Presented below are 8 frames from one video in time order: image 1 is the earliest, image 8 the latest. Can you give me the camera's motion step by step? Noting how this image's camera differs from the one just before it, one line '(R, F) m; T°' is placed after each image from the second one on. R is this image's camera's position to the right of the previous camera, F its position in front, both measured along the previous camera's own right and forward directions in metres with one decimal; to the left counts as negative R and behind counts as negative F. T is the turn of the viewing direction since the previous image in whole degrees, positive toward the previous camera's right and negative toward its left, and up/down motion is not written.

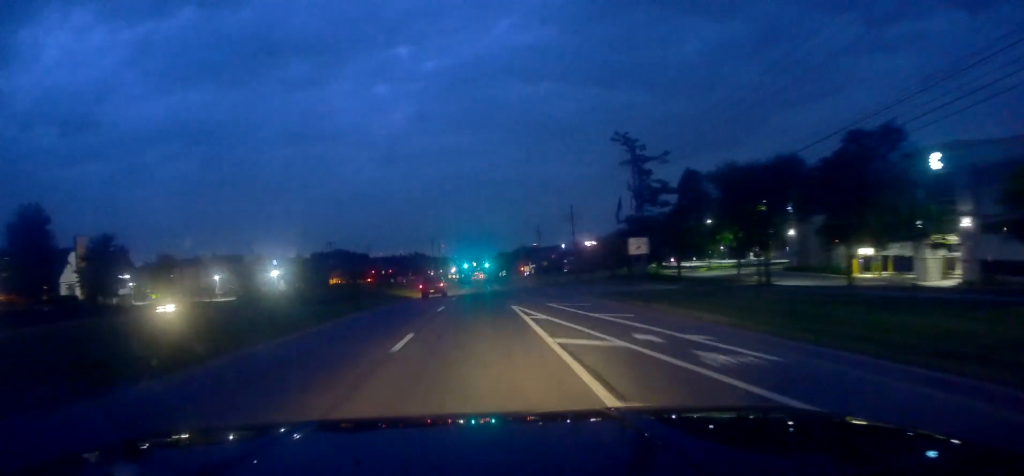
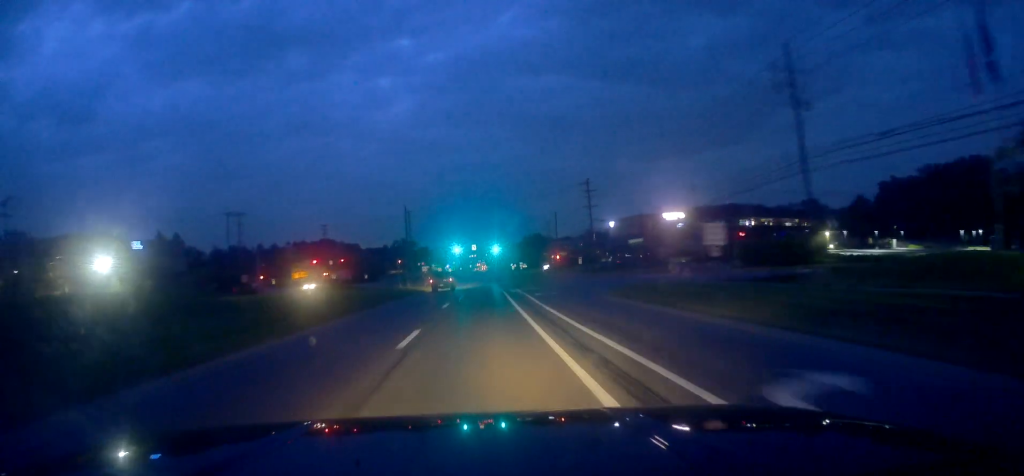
(+0.2, +74.7) m; 0°
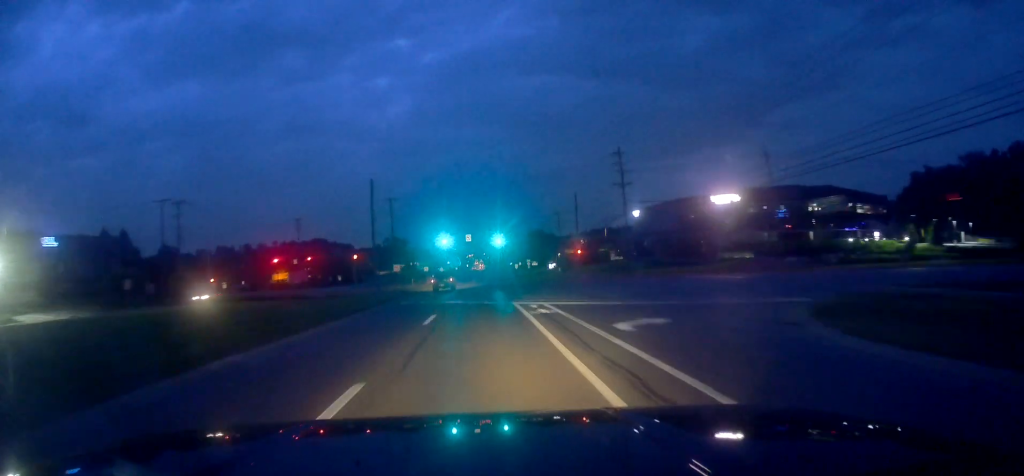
(0.0, +24.0) m; 0°
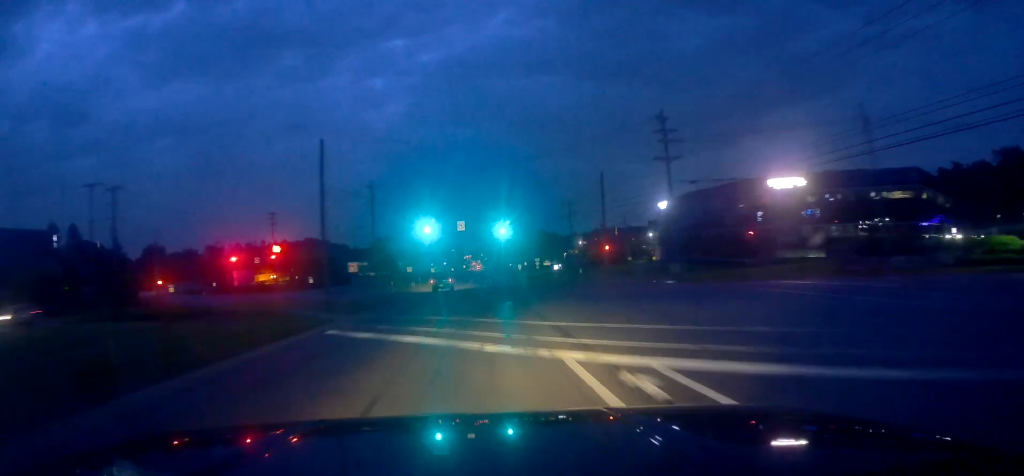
(-0.3, +18.2) m; 0°
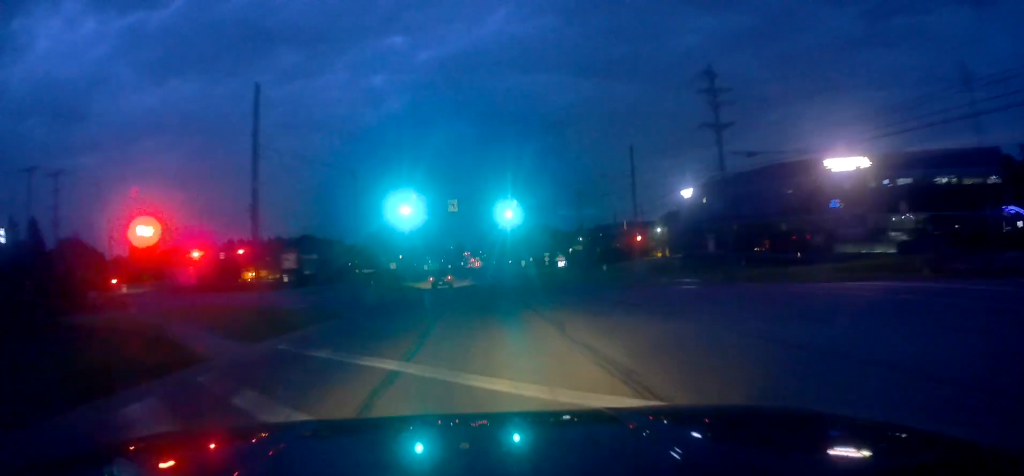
(+0.4, +12.3) m; +1°
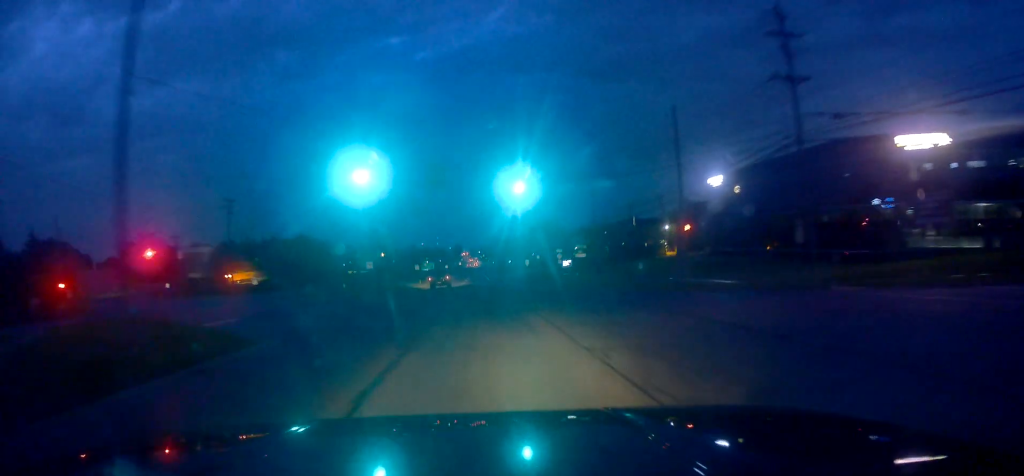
(+0.2, +11.5) m; 0°
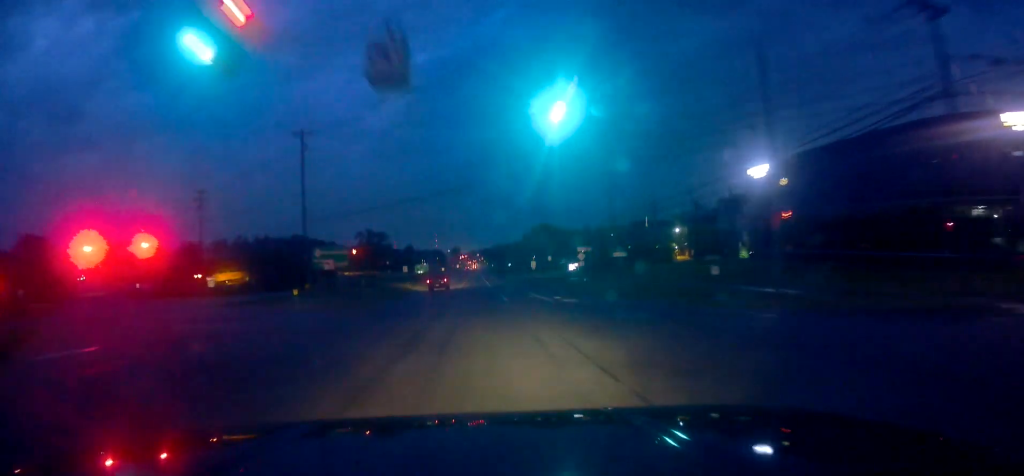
(-0.1, +12.2) m; 0°
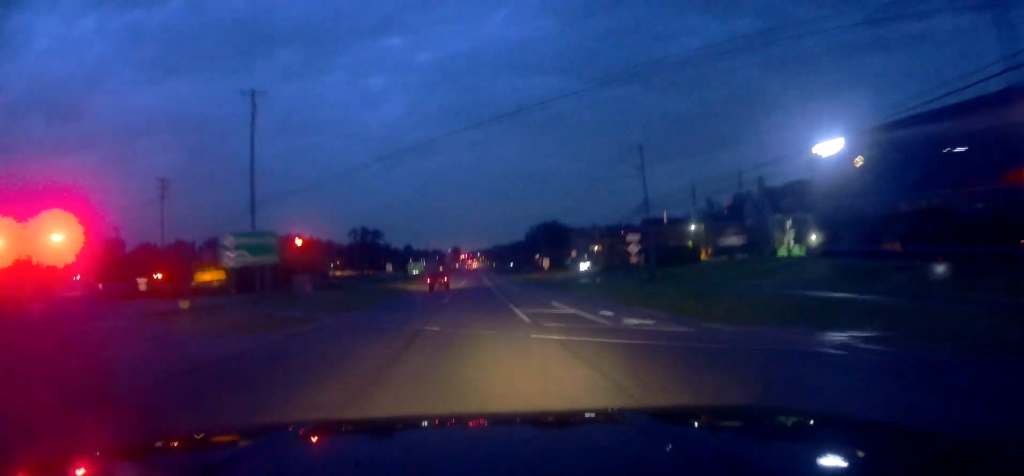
(-0.1, +13.8) m; 0°
